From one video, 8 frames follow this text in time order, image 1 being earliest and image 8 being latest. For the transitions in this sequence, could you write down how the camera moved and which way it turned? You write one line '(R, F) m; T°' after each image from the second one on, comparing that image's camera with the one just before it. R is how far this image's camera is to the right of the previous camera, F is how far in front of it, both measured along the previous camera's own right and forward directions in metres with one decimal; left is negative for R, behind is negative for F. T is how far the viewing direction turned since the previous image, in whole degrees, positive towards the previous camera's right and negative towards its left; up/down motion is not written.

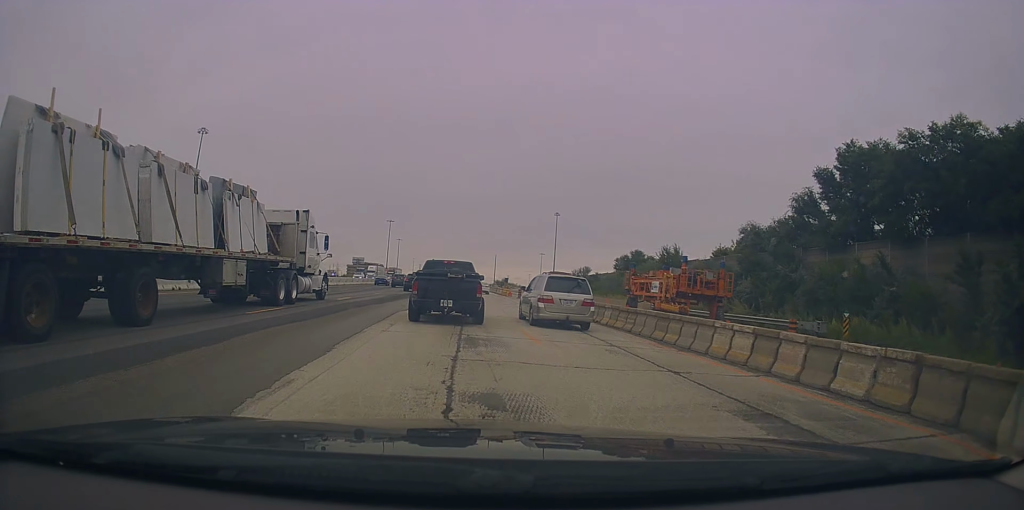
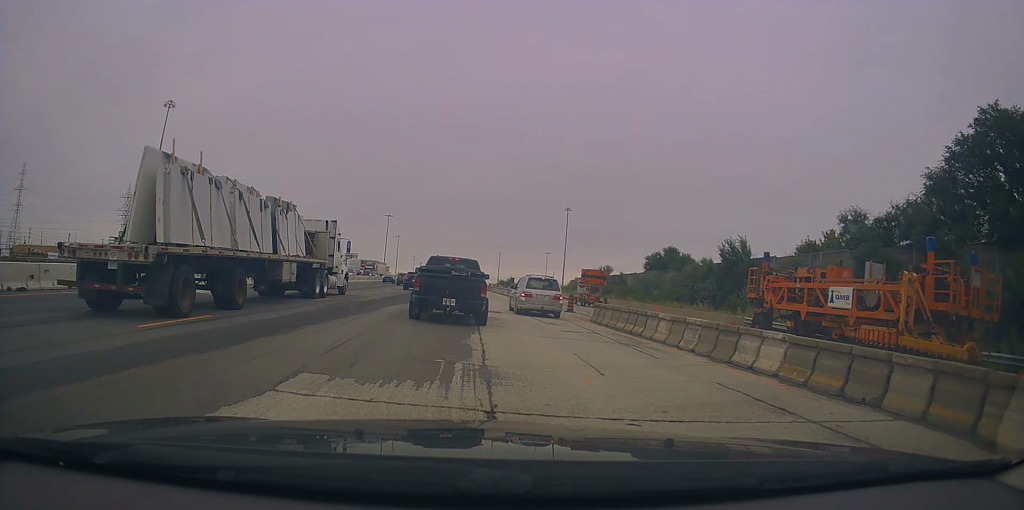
(-0.5, +16.7) m; 0°
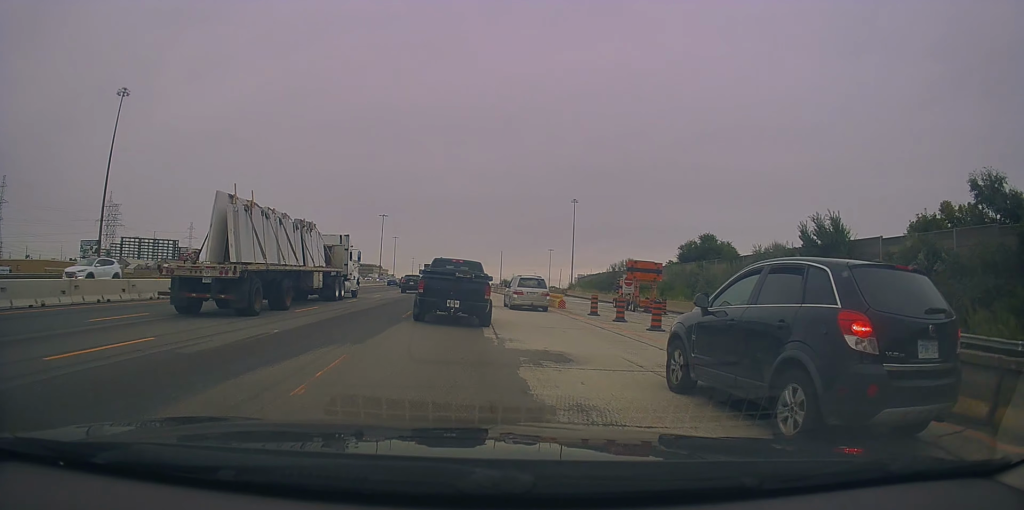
(+0.8, +14.6) m; +3°
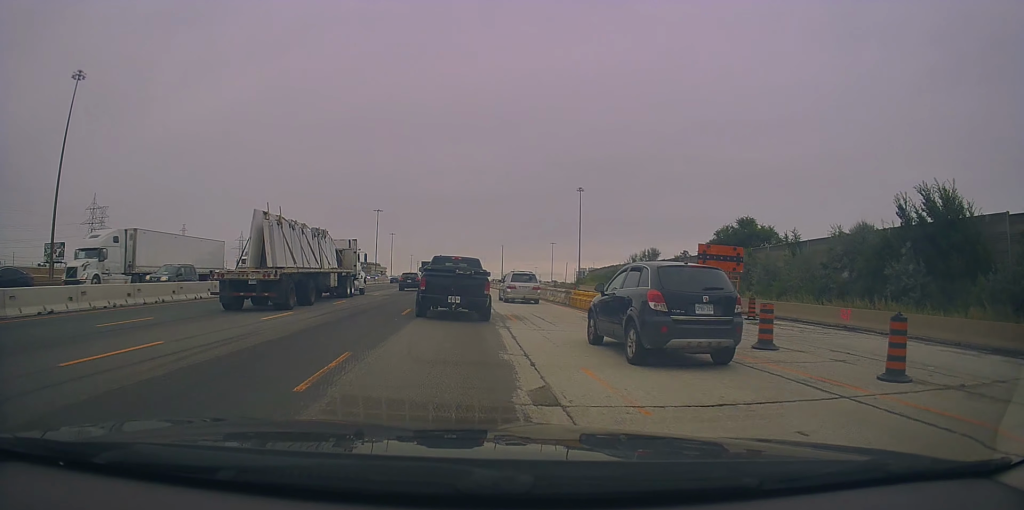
(-0.1, +11.7) m; -2°
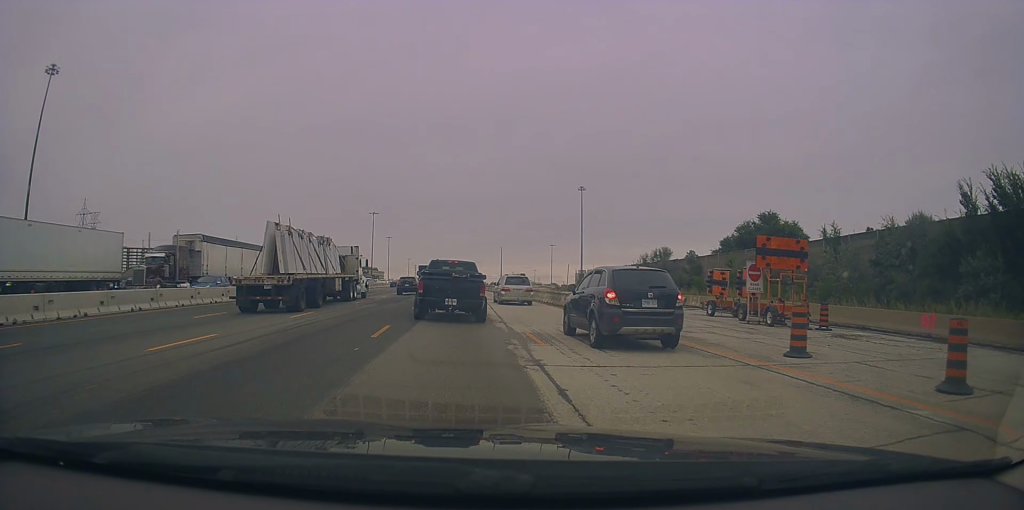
(-0.1, +6.0) m; -1°
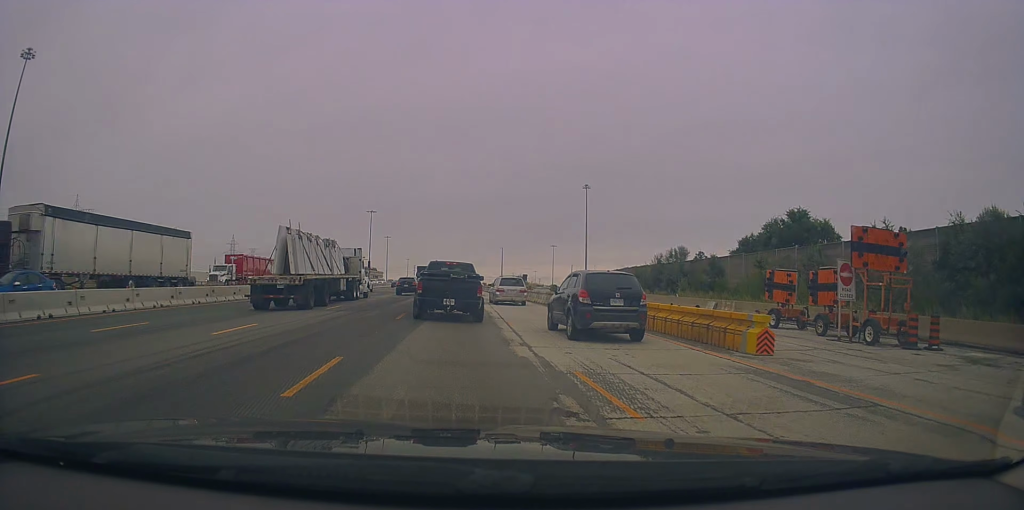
(0.0, +6.1) m; +1°
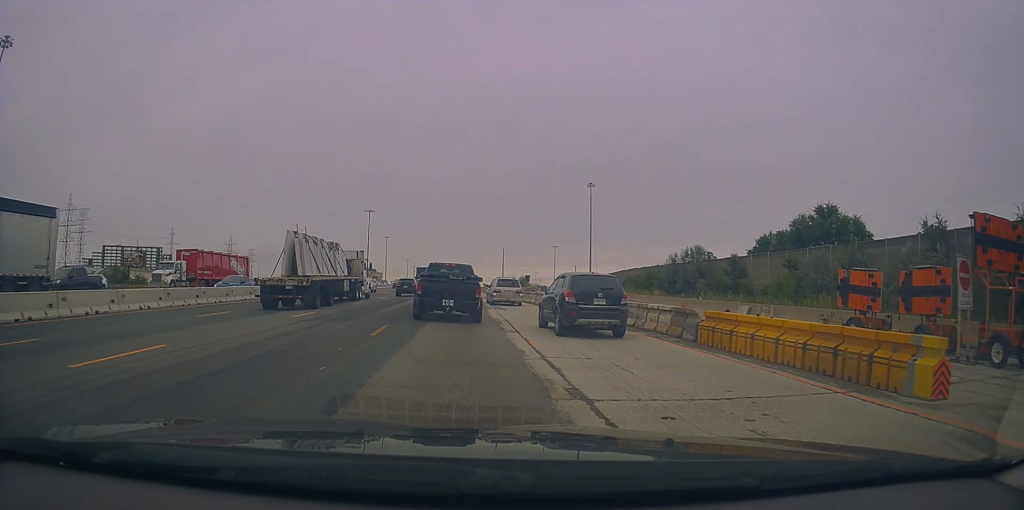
(0.0, +5.1) m; 0°
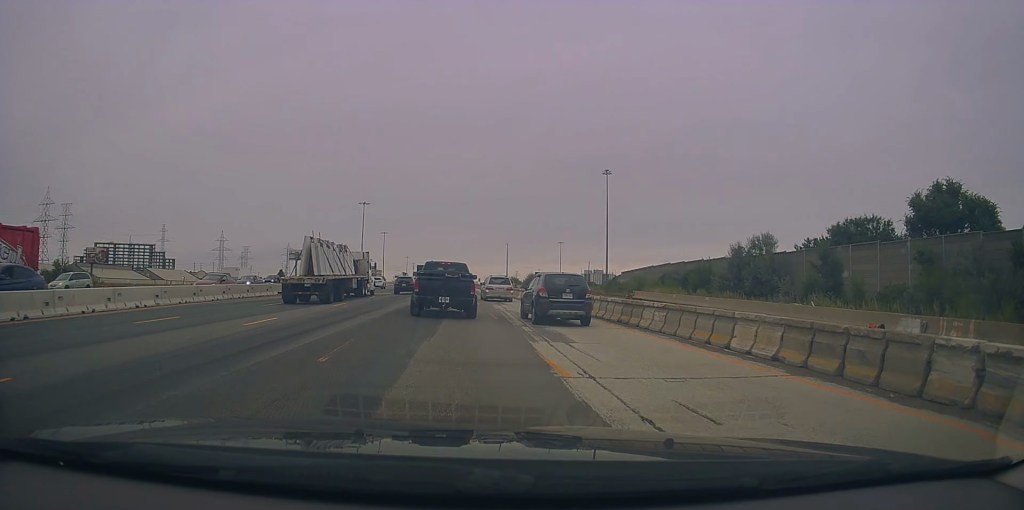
(0.0, +16.0) m; 0°
